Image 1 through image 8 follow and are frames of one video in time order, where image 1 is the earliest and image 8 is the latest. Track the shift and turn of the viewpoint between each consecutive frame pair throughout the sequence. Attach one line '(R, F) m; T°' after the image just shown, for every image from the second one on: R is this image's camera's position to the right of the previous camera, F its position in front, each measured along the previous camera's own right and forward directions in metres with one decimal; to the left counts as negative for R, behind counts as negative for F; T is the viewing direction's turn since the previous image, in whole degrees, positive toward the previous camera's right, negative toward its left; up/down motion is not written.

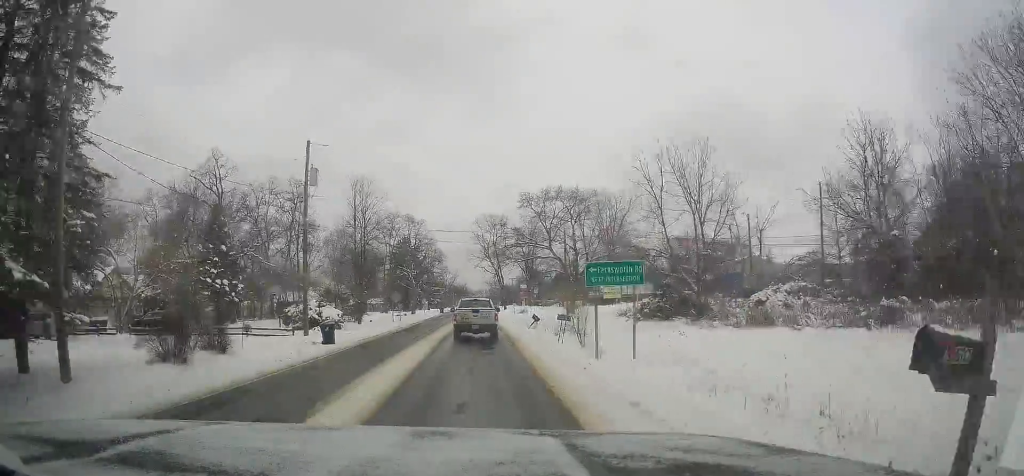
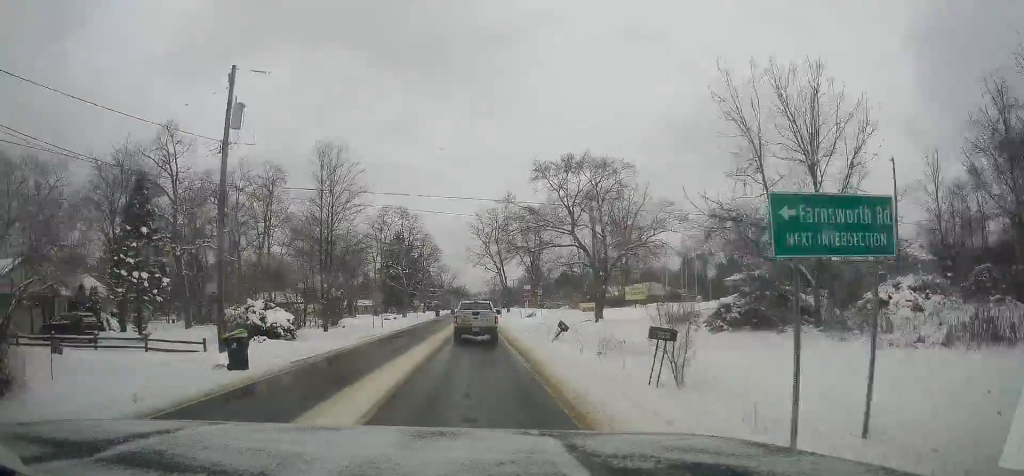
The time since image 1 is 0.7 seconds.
(-0.2, +11.7) m; 0°
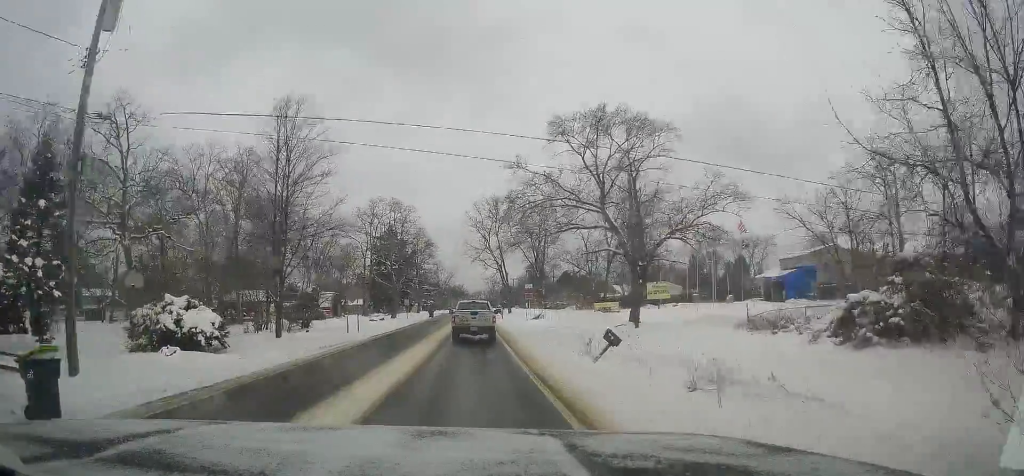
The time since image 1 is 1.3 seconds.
(+0.1, +9.5) m; +1°
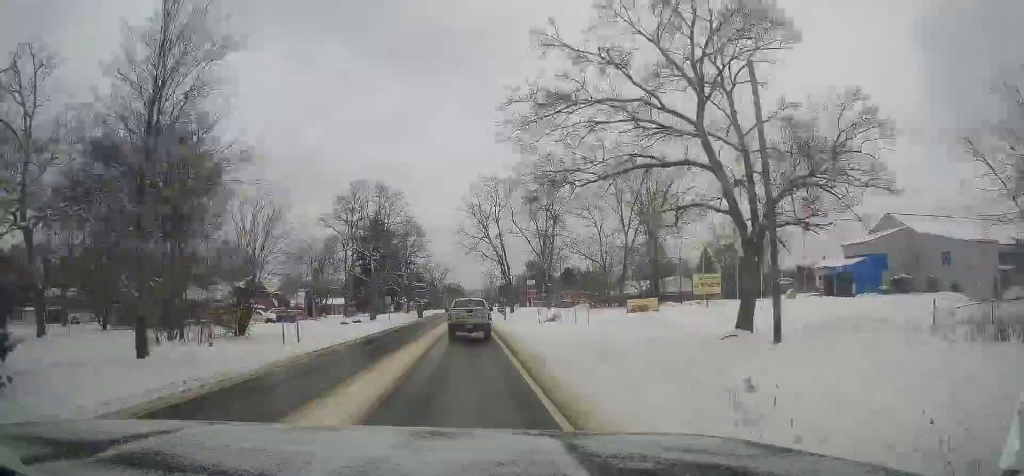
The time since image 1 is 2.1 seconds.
(+0.2, +13.2) m; +1°
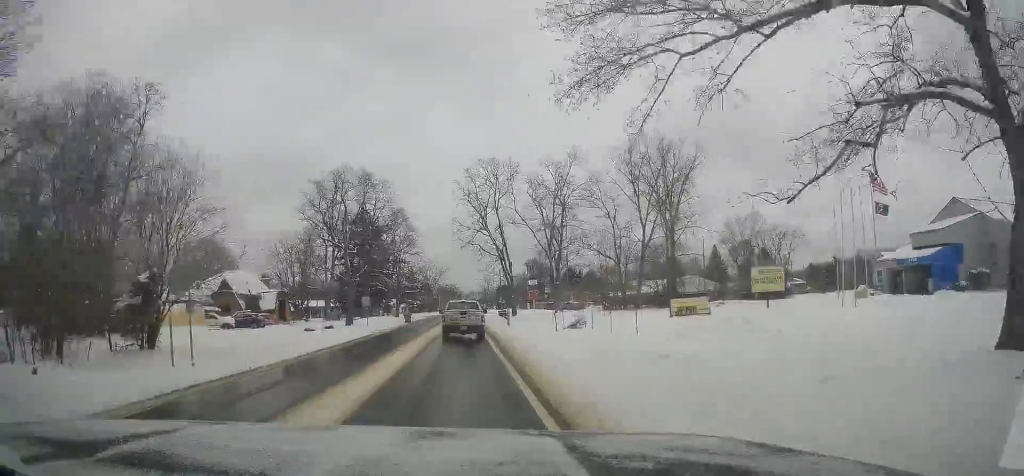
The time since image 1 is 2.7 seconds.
(+0.1, +10.5) m; 0°
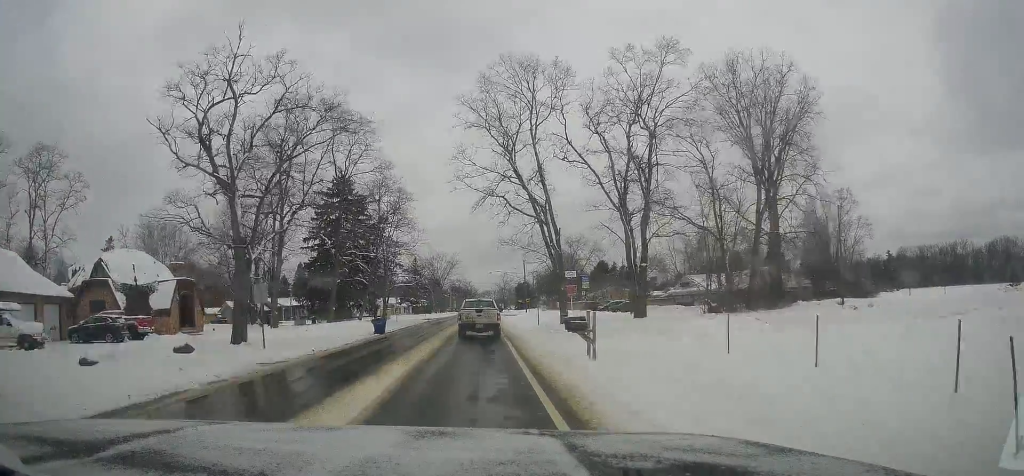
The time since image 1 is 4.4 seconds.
(-0.9, +27.7) m; -5°
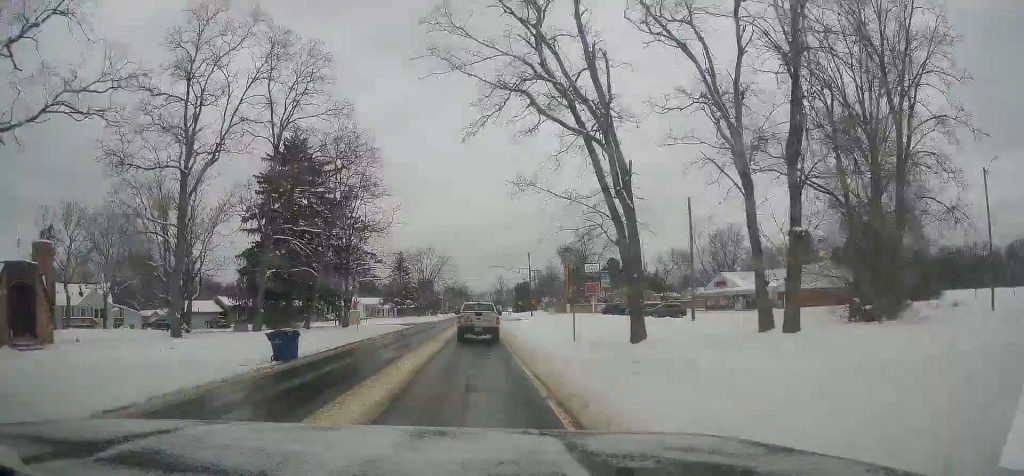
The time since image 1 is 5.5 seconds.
(-0.2, +18.6) m; +2°
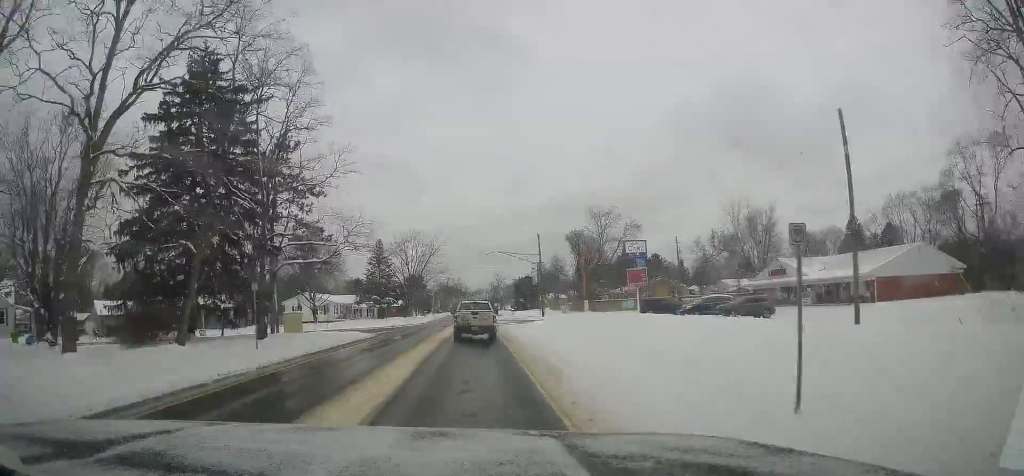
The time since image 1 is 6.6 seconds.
(+0.7, +20.1) m; +1°
